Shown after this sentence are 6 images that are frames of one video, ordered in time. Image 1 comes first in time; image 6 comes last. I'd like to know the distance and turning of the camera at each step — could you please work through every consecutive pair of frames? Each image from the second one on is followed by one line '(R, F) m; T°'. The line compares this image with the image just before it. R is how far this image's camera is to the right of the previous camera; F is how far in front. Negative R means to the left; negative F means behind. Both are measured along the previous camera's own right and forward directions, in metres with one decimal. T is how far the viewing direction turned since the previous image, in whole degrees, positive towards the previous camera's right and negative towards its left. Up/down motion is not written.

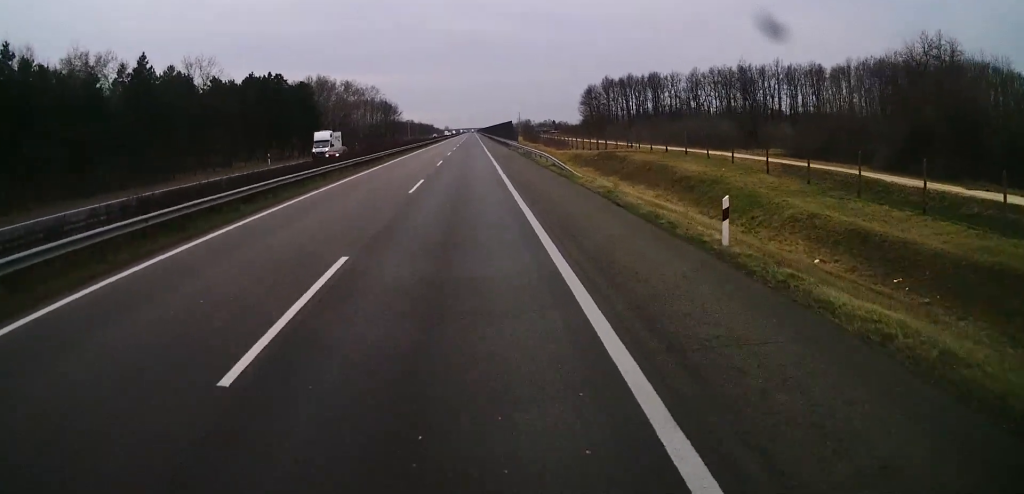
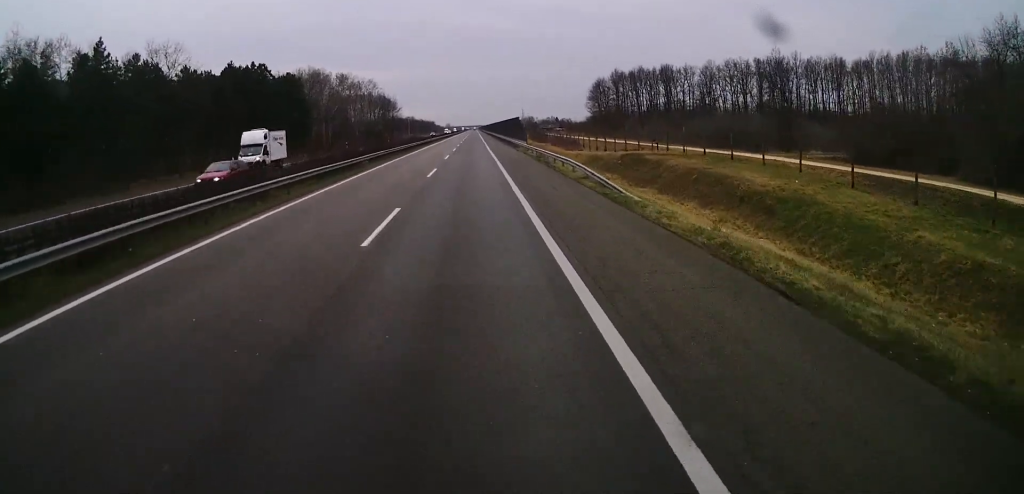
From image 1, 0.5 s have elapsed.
(0.0, +10.8) m; 0°
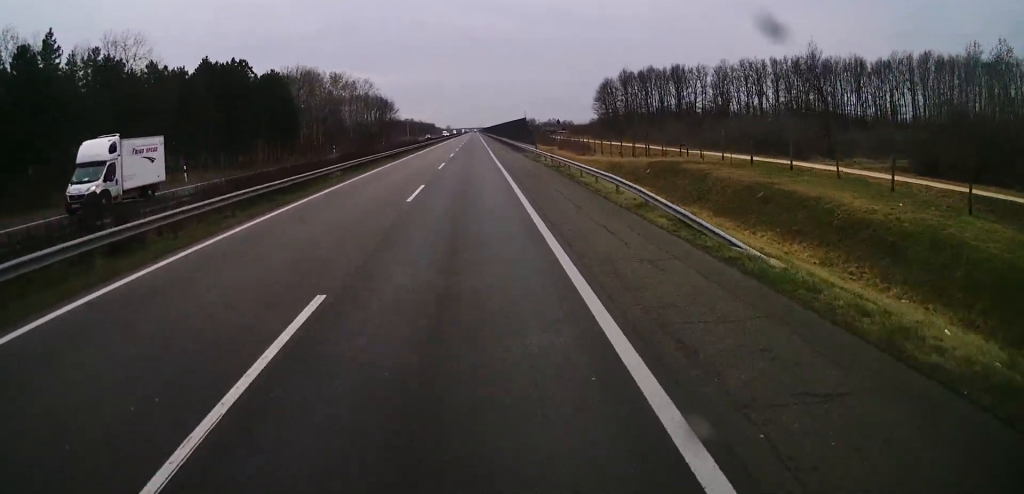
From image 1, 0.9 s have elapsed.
(0.0, +10.0) m; 0°
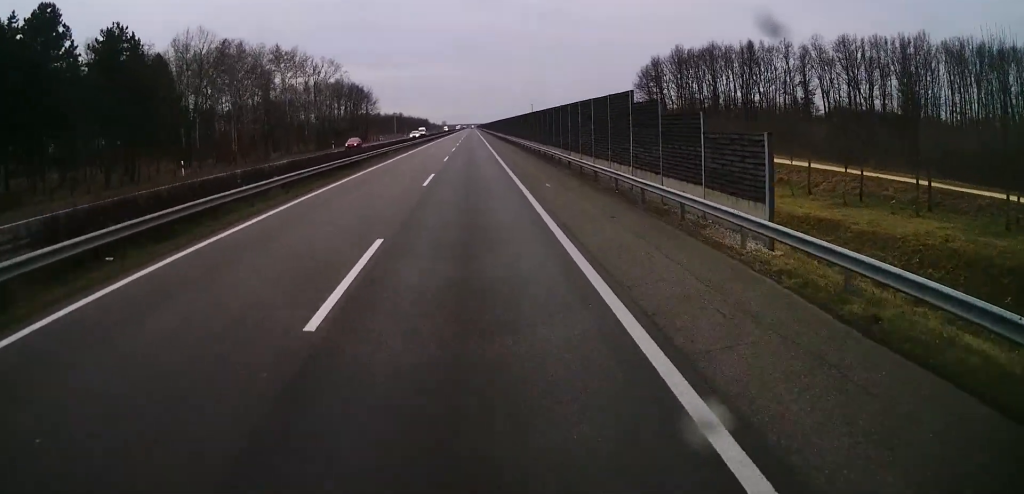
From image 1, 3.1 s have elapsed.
(0.0, +50.8) m; 0°
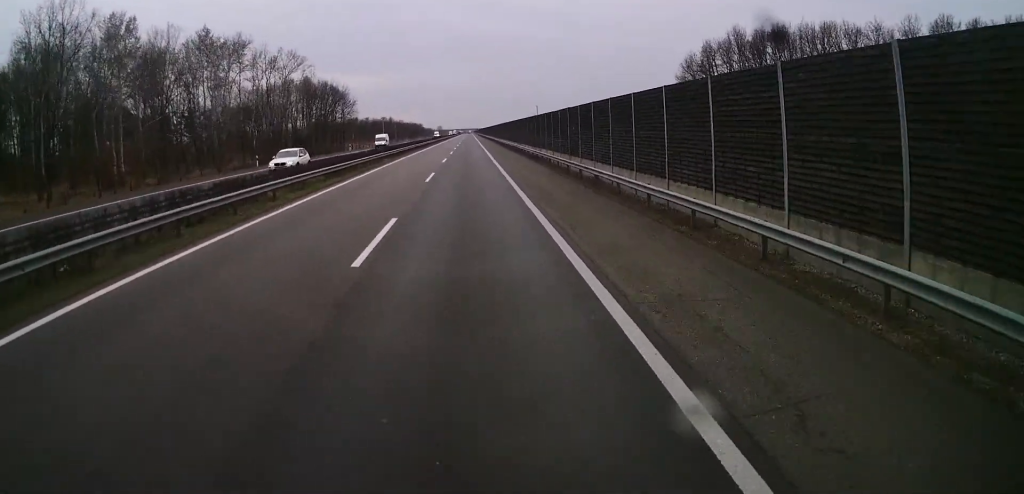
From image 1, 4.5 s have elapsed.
(0.0, +33.2) m; 0°
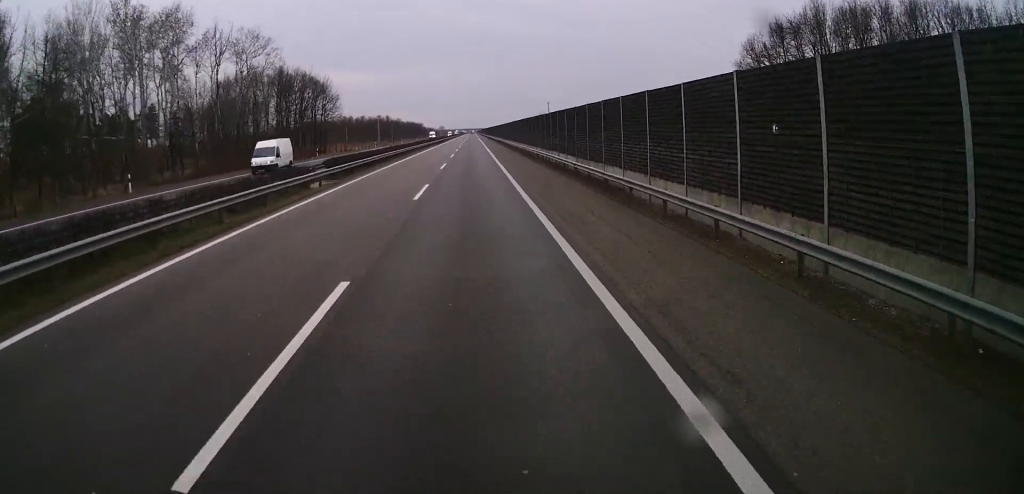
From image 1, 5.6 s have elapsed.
(0.0, +25.5) m; 0°
